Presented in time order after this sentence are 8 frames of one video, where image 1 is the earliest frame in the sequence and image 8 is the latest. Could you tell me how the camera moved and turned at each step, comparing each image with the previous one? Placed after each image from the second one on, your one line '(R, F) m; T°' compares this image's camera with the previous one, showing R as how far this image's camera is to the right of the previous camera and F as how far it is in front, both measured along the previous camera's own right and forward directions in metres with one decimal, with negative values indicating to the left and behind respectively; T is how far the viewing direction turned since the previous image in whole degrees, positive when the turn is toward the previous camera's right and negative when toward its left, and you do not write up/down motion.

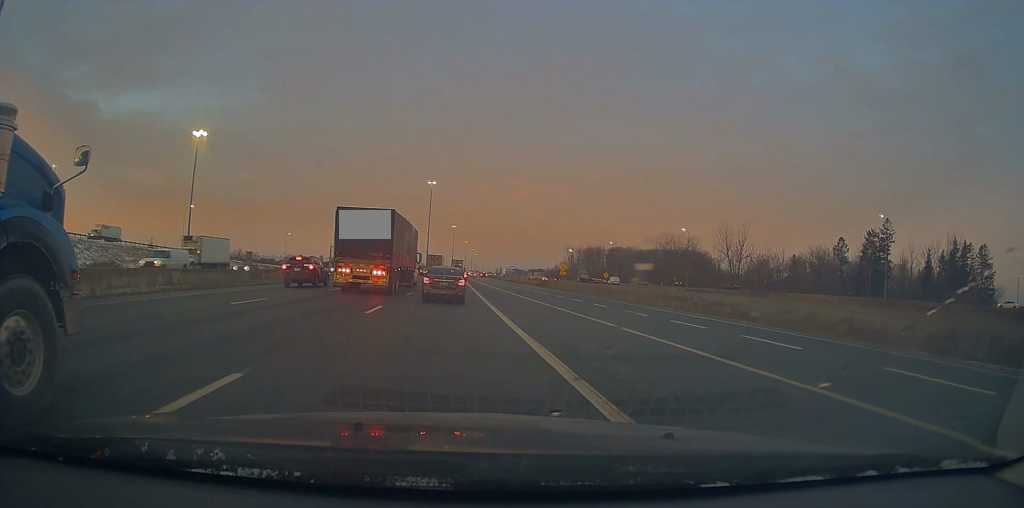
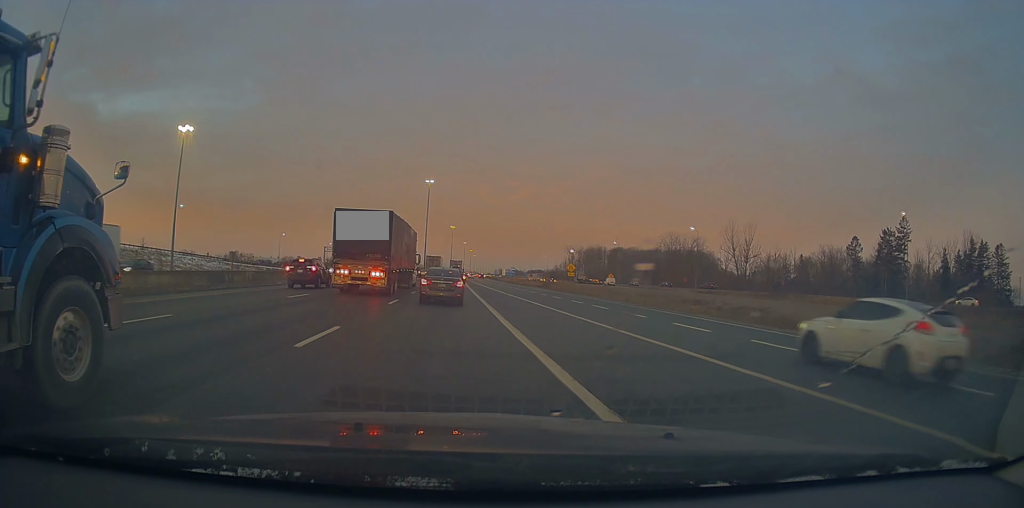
(0.0, +6.9) m; -1°
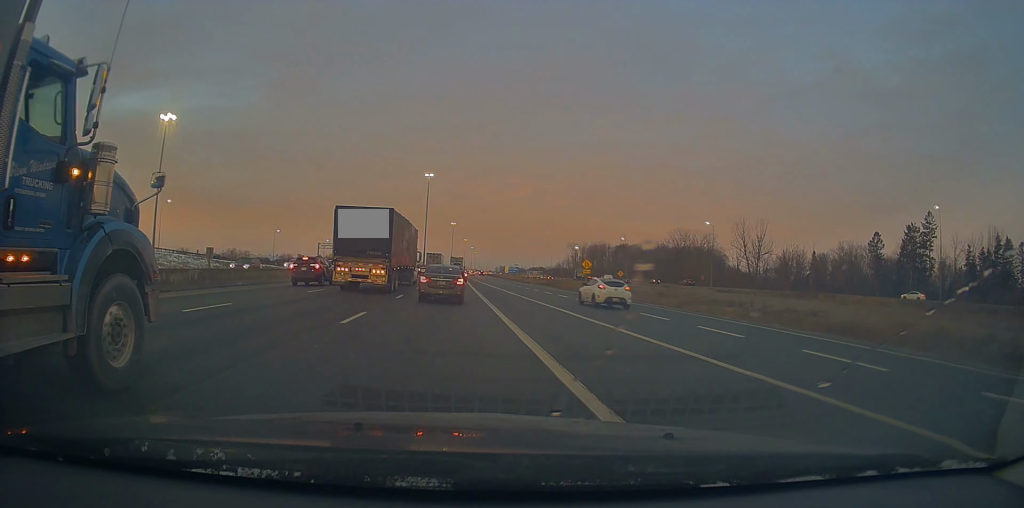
(-0.1, +8.9) m; -1°
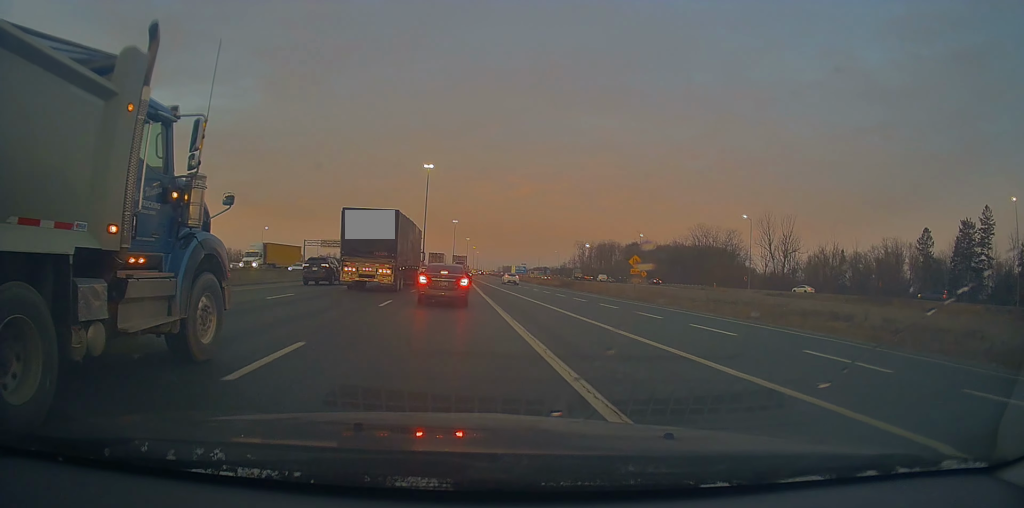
(+0.5, +18.4) m; +3°
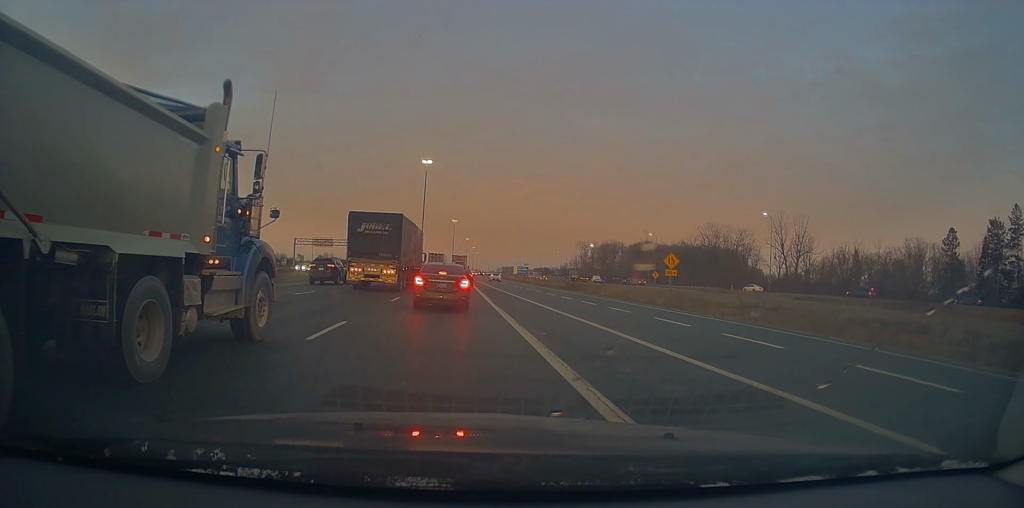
(-0.1, +9.2) m; -2°
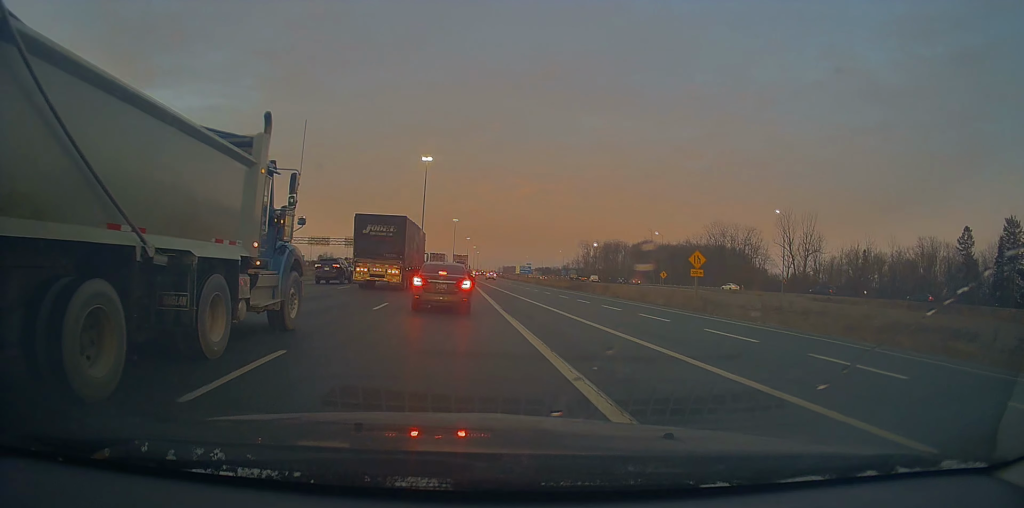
(-0.1, +4.8) m; 0°
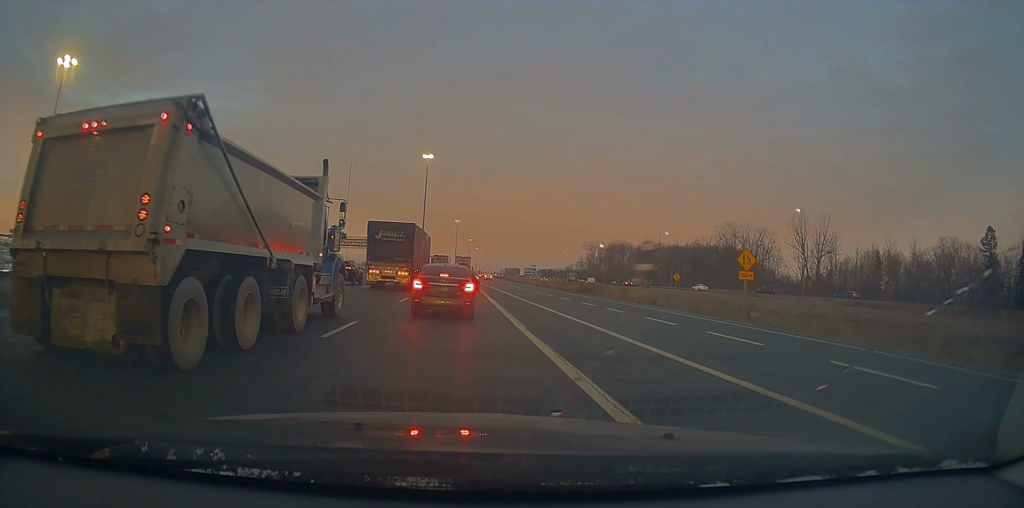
(0.0, +7.1) m; +1°
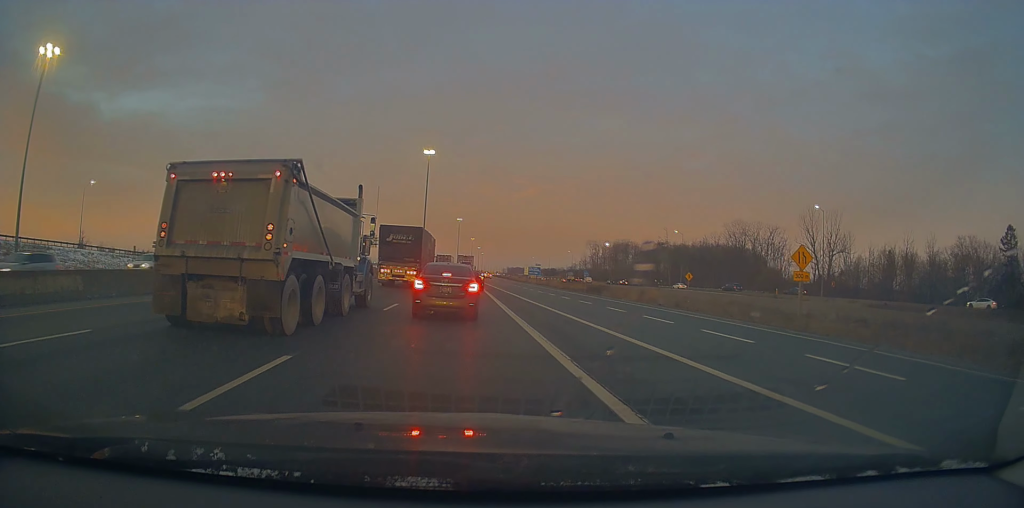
(+0.1, +5.5) m; 0°
